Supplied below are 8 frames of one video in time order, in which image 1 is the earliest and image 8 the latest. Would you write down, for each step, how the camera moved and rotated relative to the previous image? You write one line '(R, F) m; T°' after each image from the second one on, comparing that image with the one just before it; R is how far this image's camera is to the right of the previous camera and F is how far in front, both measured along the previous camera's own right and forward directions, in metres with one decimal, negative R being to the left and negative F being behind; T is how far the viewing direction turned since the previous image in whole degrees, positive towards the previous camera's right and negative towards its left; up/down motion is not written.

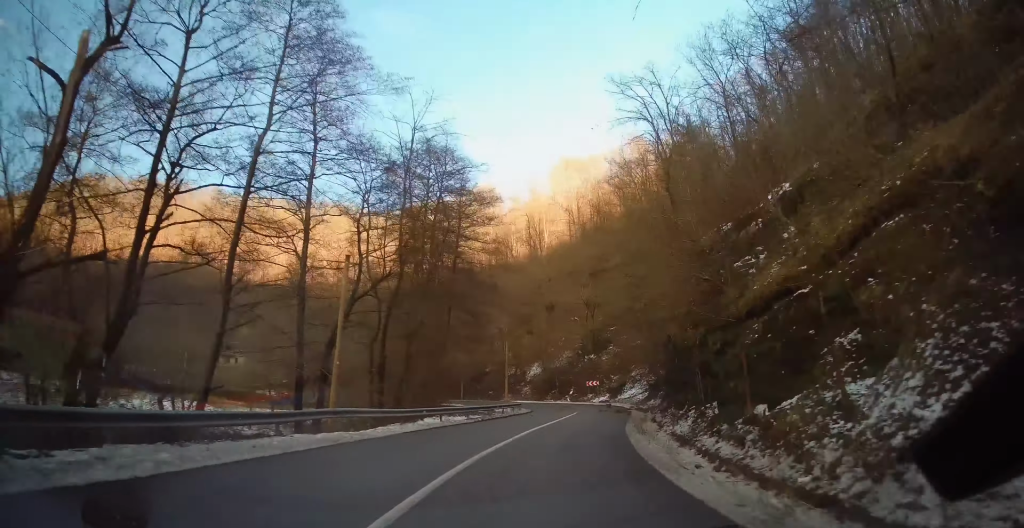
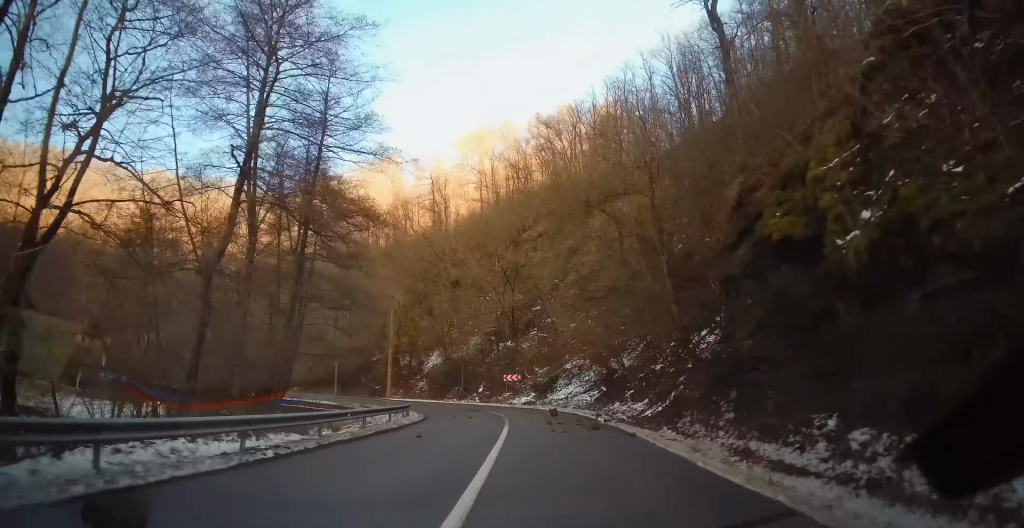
(+1.4, +15.2) m; +10°
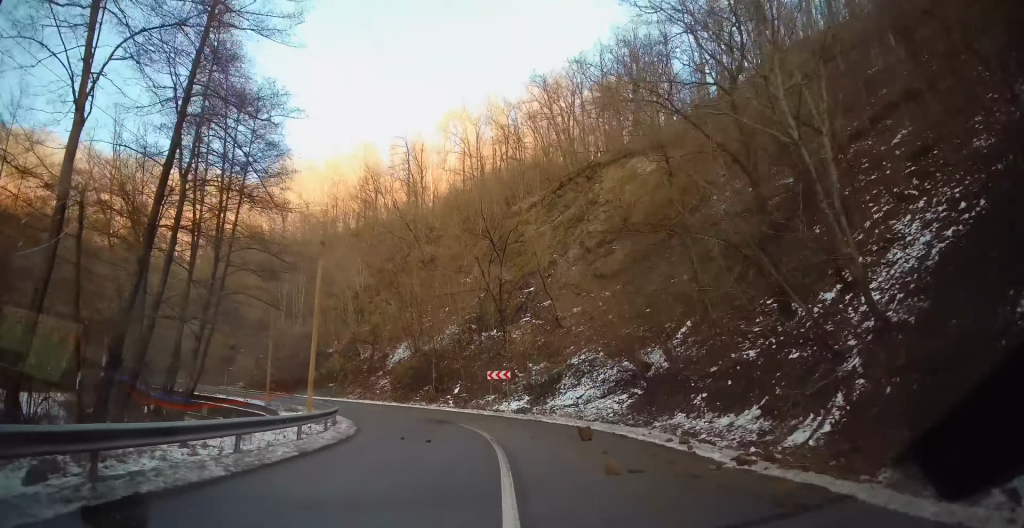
(+0.7, +11.1) m; +6°
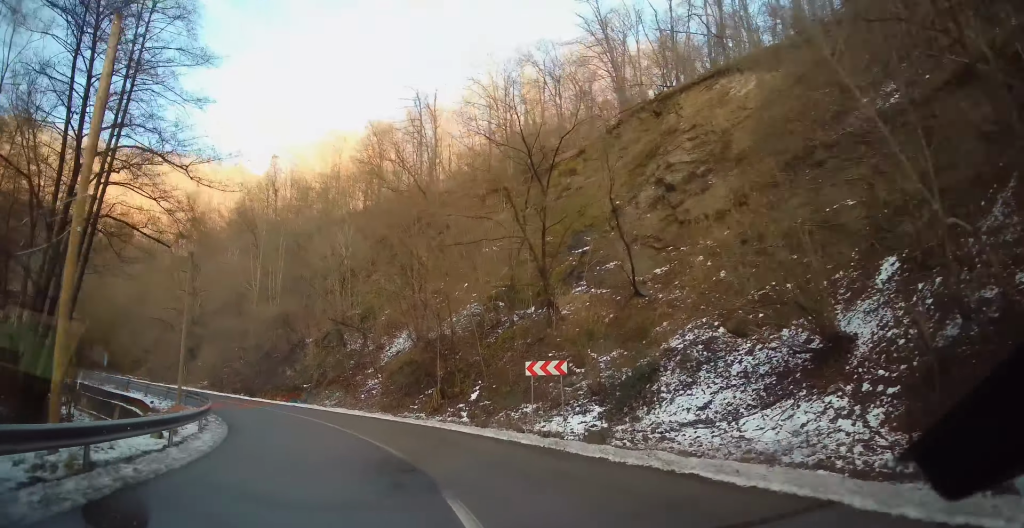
(-0.5, +14.3) m; -15°
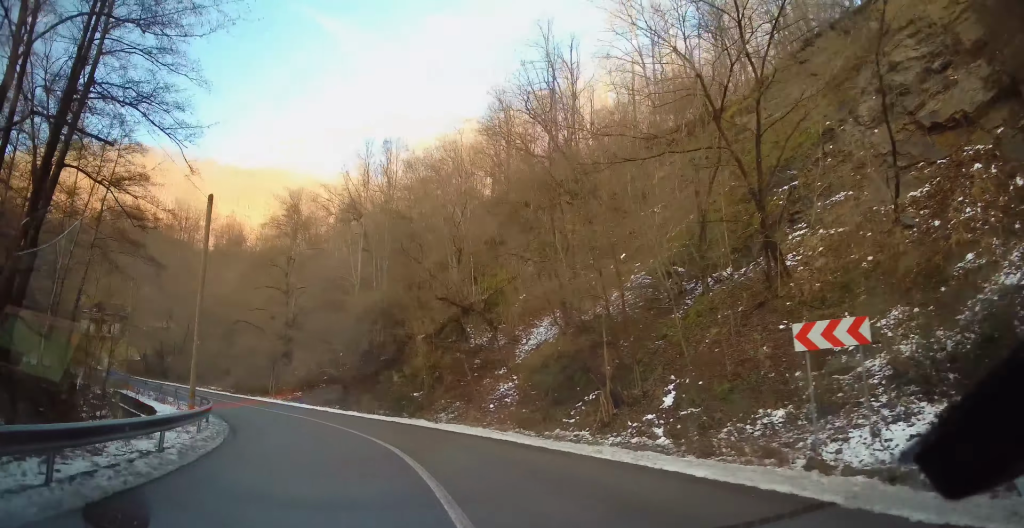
(-2.0, +10.1) m; -16°
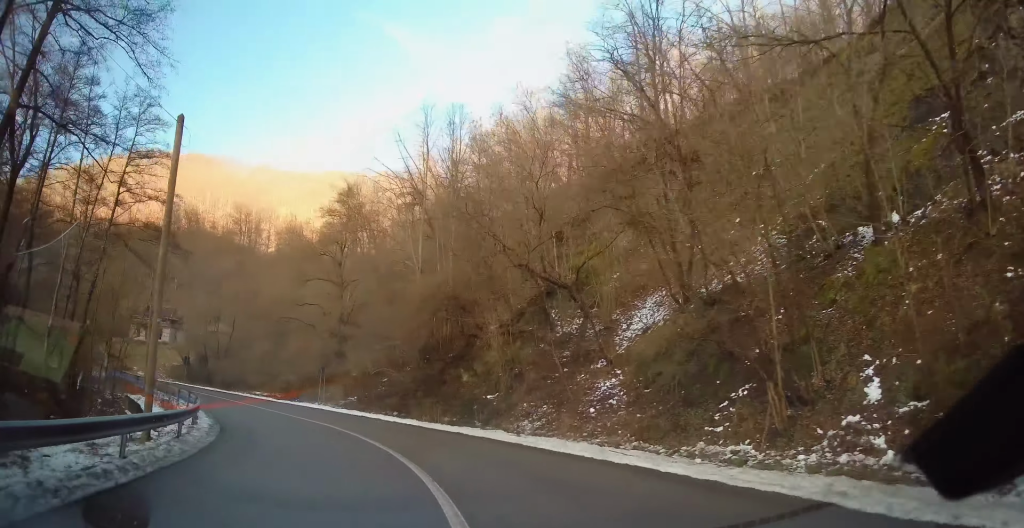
(+0.2, +6.3) m; -8°
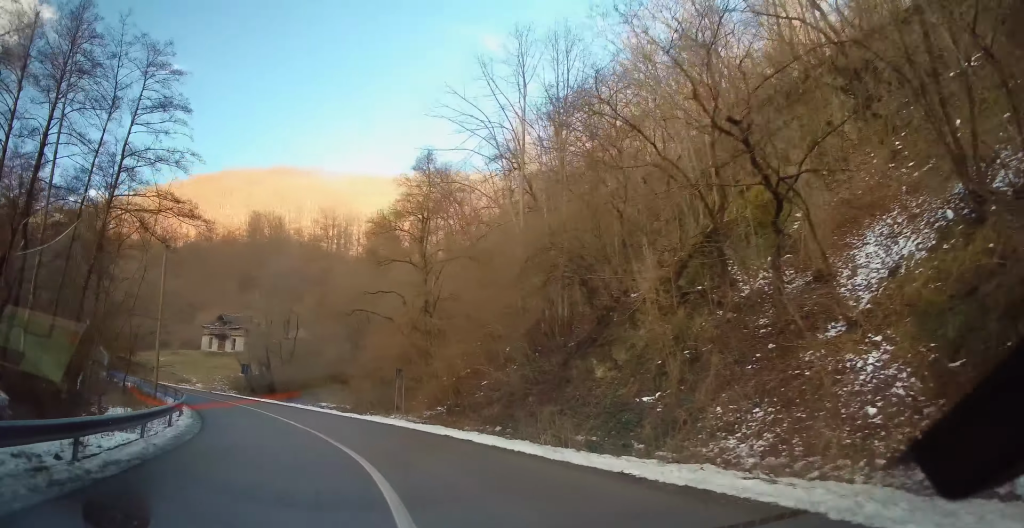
(-1.5, +9.4) m; -12°
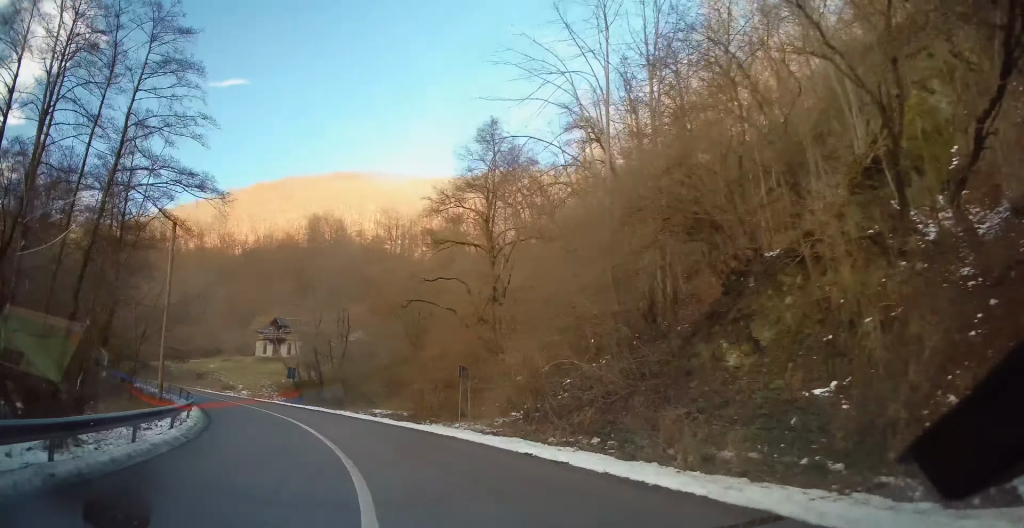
(-0.3, +5.3) m; -6°
